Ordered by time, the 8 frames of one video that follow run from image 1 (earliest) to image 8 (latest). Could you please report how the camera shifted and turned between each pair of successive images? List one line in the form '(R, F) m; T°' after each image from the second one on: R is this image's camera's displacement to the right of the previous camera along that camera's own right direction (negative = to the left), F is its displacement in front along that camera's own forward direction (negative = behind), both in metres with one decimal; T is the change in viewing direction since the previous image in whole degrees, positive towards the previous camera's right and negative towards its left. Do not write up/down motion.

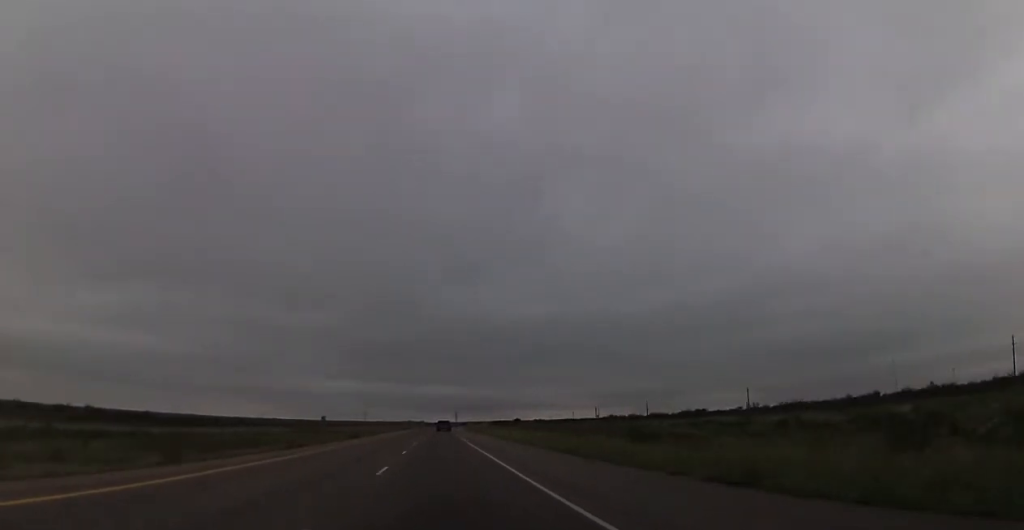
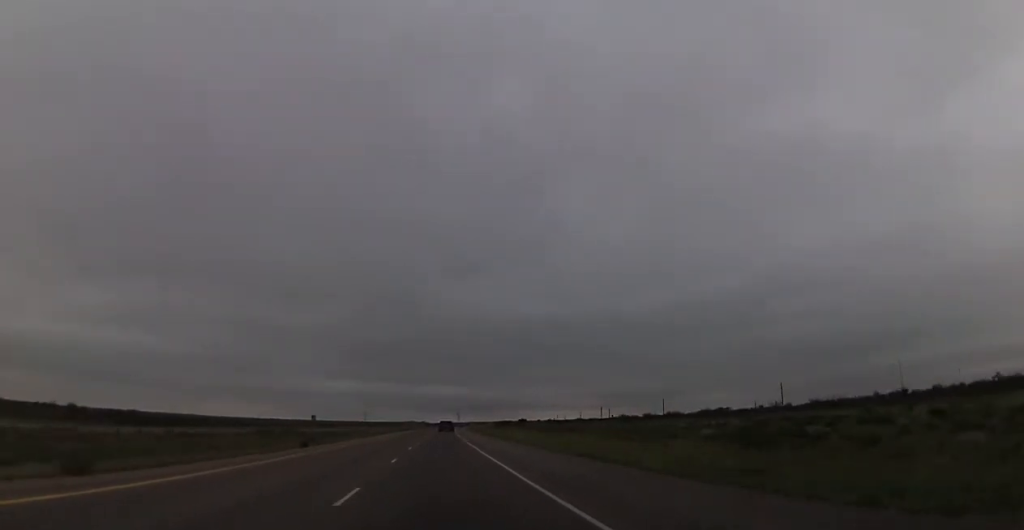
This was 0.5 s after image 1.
(-0.1, +18.9) m; 0°
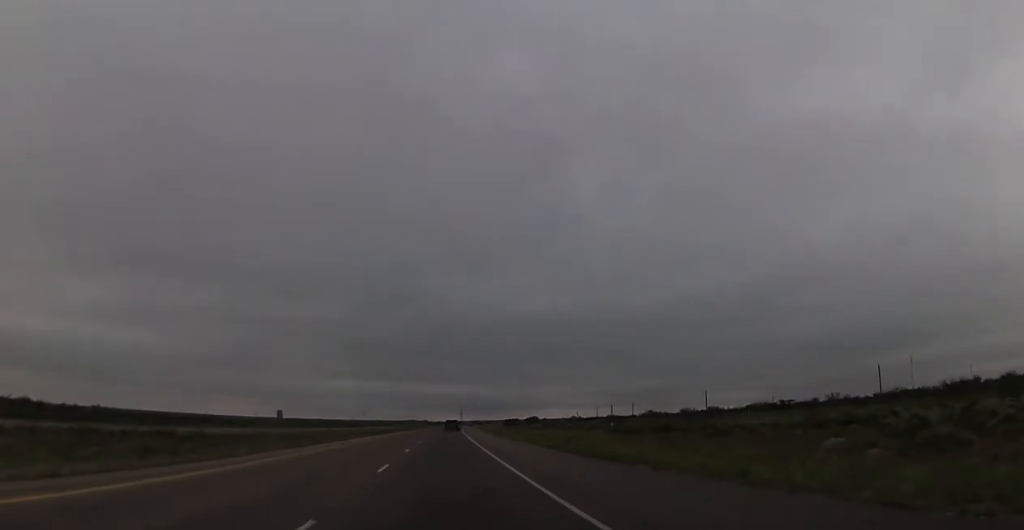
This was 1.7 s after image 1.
(+0.2, +41.2) m; 0°
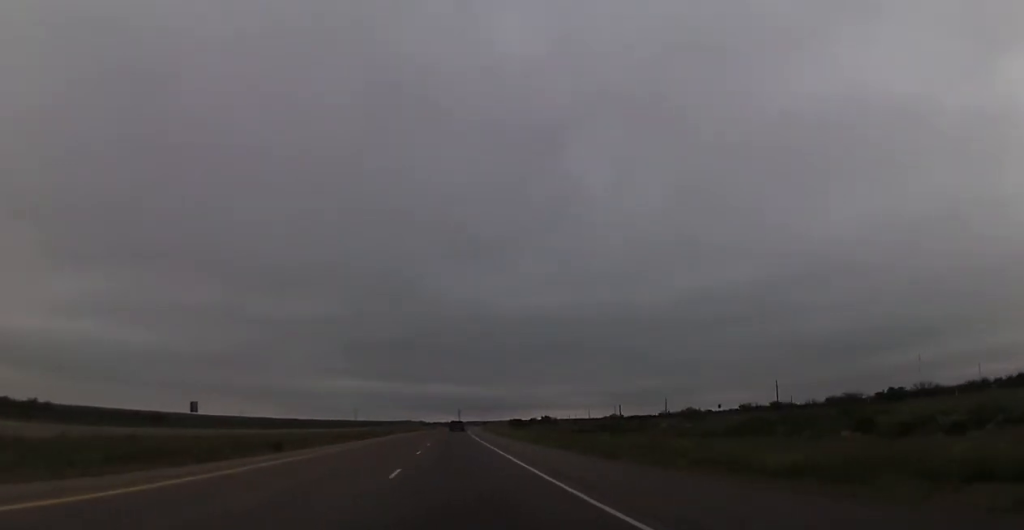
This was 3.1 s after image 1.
(+0.3, +50.5) m; 0°
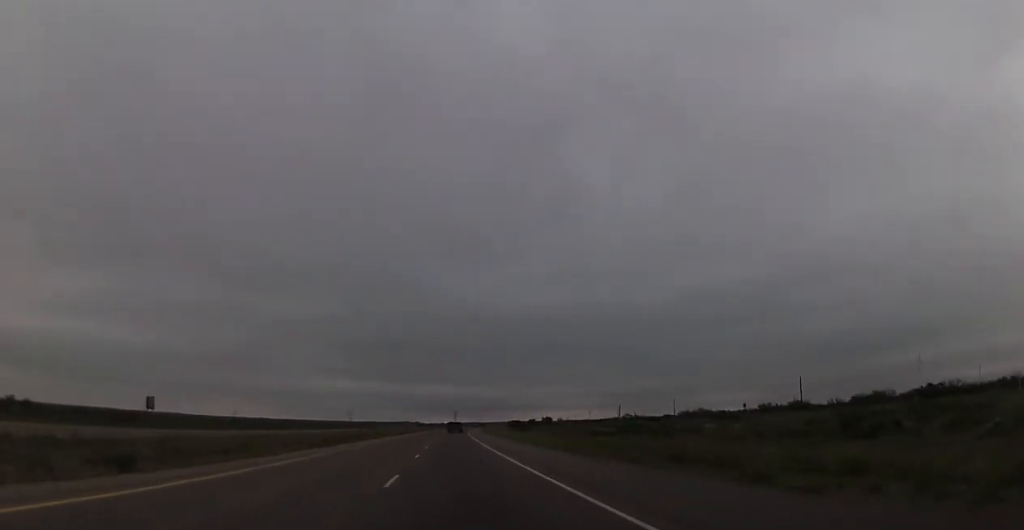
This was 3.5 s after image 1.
(0.0, +14.1) m; 0°
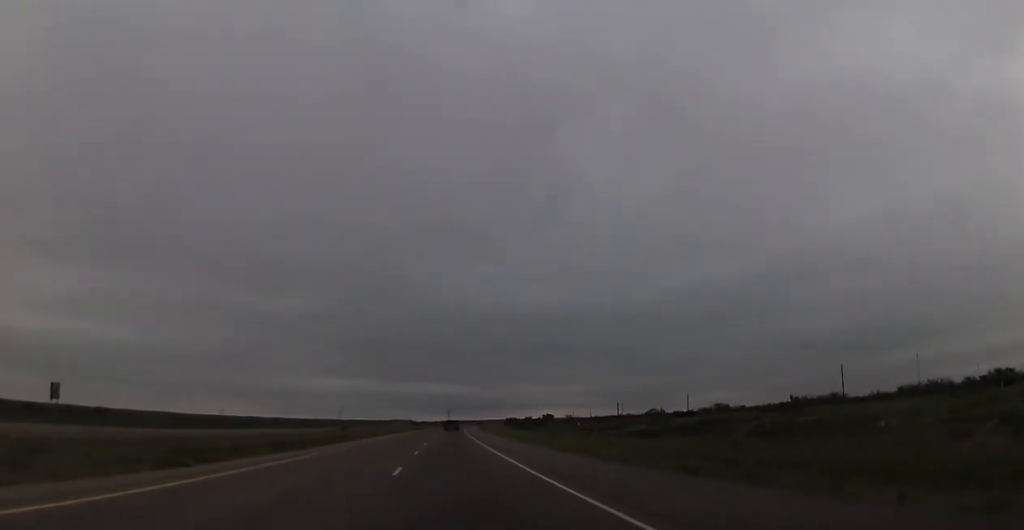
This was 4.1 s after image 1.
(-0.4, +21.1) m; 0°
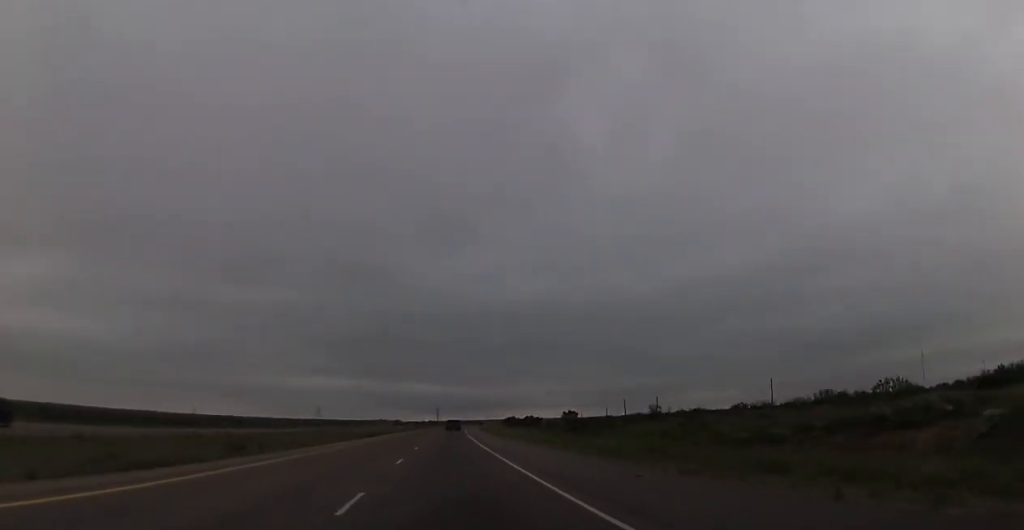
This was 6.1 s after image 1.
(+0.9, +68.1) m; +1°
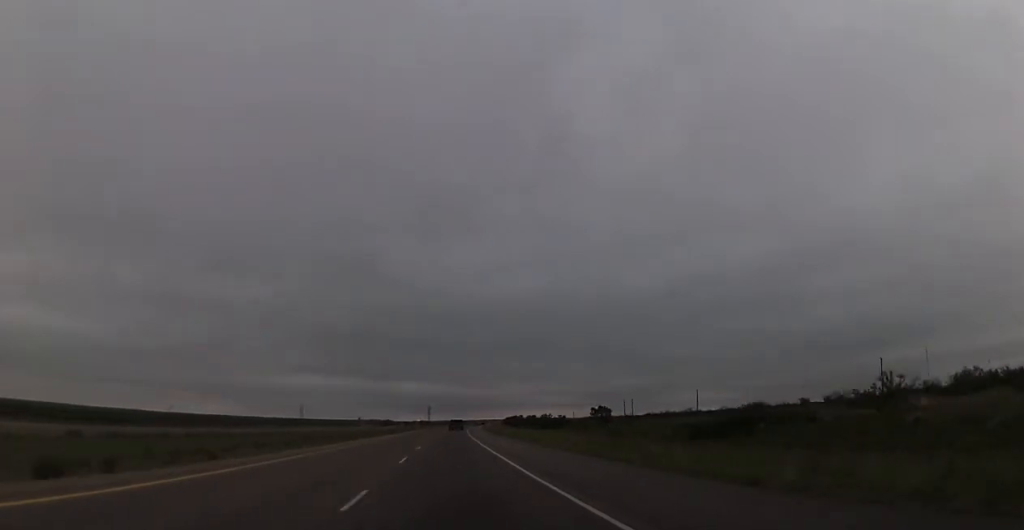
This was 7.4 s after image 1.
(-0.2, +48.3) m; +1°
